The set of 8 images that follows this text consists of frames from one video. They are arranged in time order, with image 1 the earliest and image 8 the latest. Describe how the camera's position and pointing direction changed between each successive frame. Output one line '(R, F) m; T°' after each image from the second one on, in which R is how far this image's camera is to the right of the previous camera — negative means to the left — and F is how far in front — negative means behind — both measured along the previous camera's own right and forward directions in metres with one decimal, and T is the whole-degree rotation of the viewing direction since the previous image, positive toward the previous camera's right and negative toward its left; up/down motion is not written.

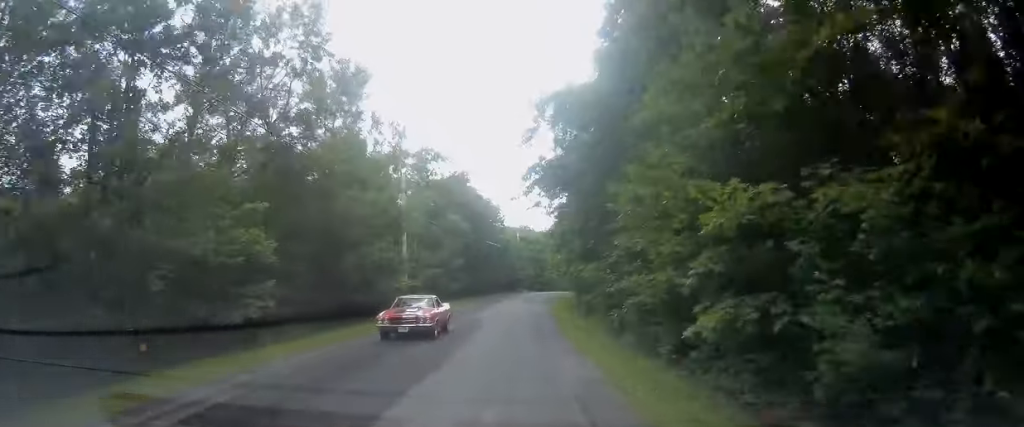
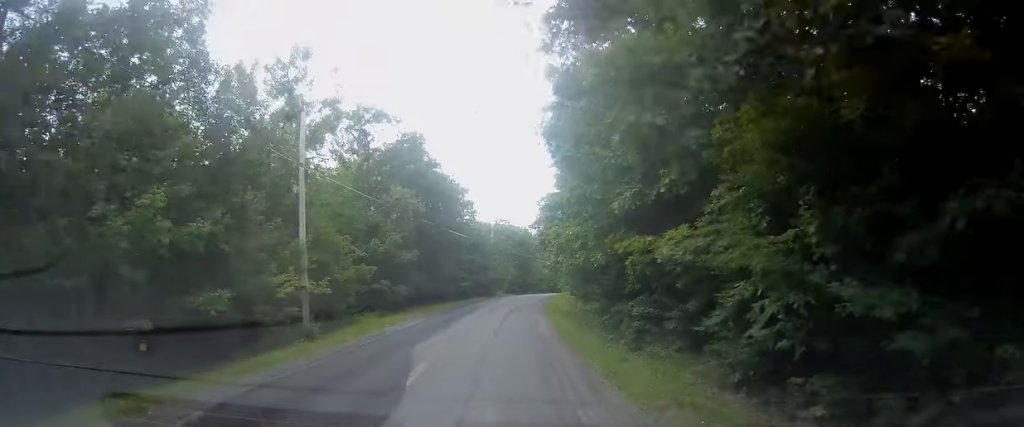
(+0.6, +18.5) m; +2°
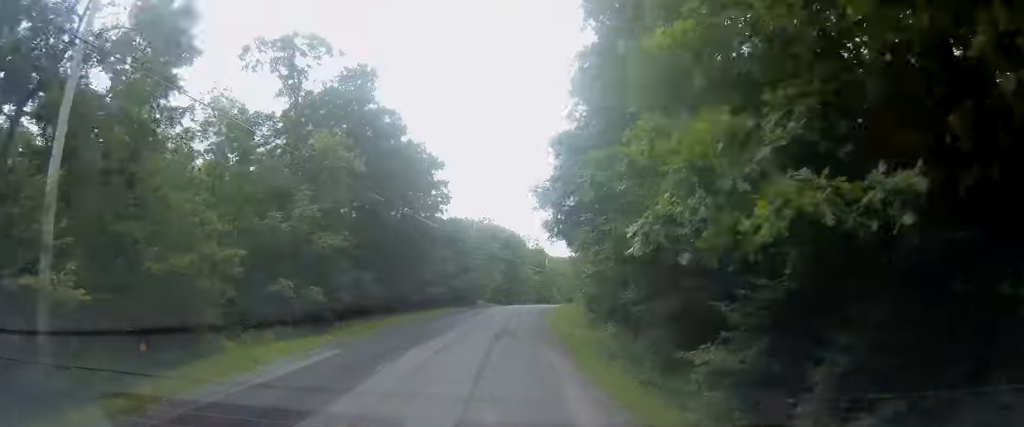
(+0.1, +16.0) m; +2°
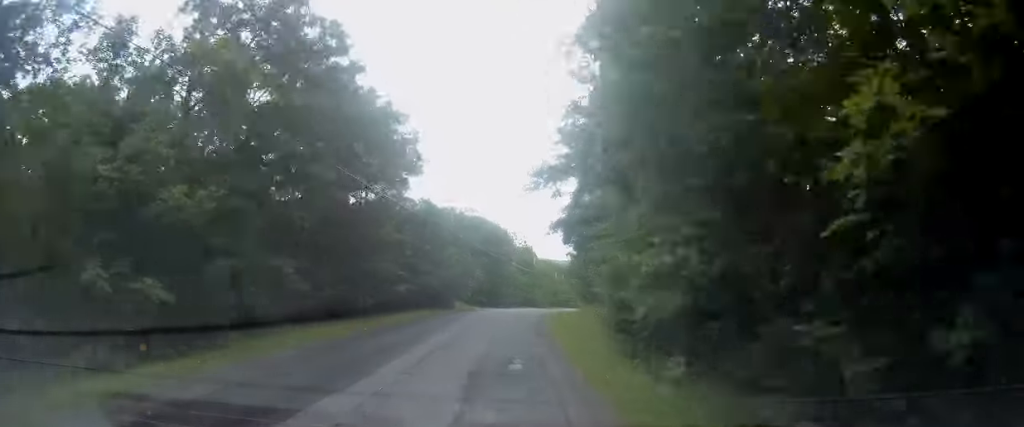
(+0.1, +10.7) m; +2°
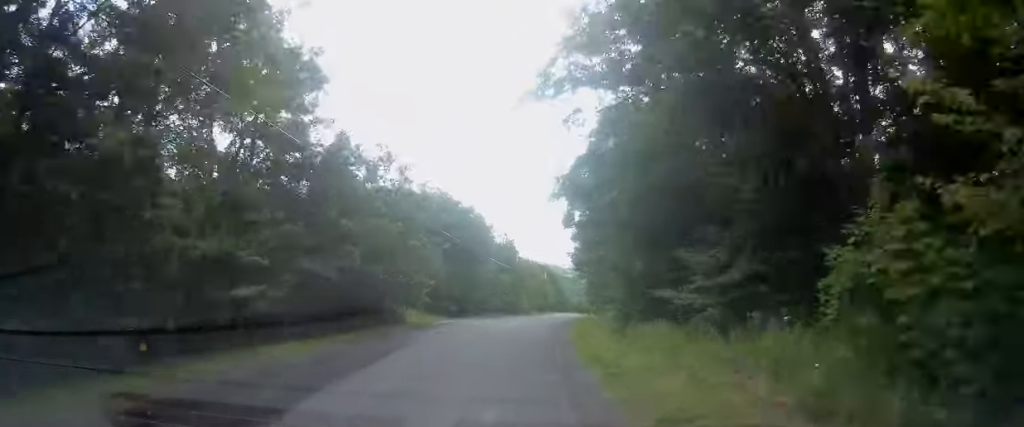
(+0.9, +21.4) m; +3°
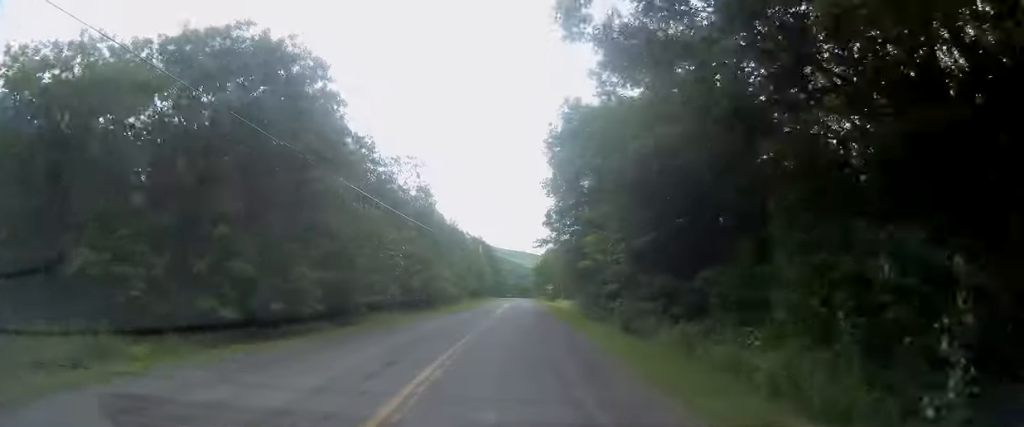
(+1.2, +39.7) m; +4°
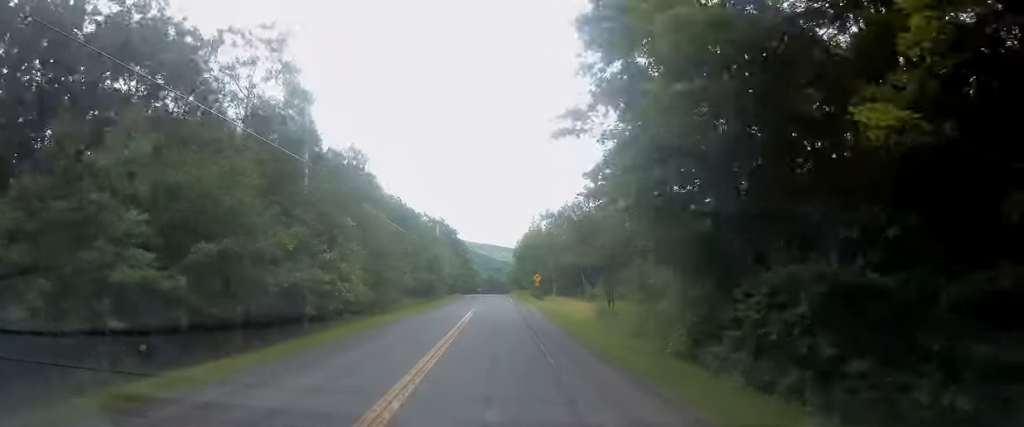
(+1.2, +33.1) m; +3°
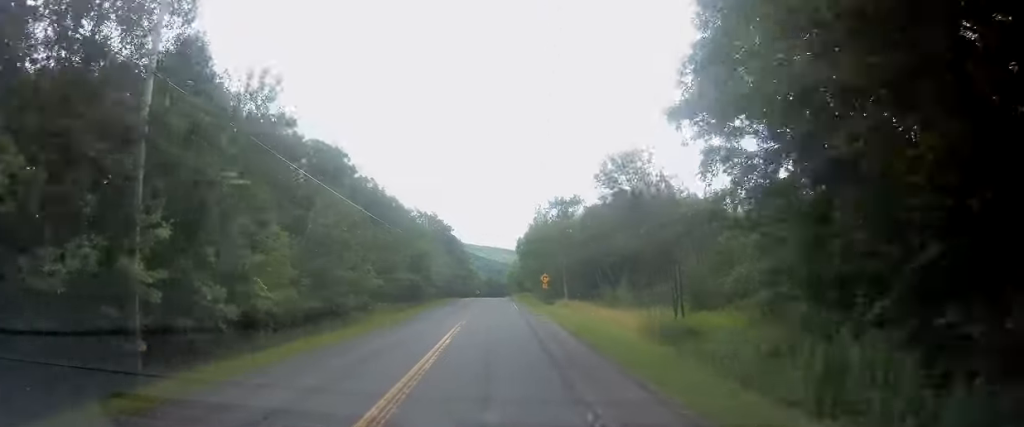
(0.0, +13.4) m; 0°
